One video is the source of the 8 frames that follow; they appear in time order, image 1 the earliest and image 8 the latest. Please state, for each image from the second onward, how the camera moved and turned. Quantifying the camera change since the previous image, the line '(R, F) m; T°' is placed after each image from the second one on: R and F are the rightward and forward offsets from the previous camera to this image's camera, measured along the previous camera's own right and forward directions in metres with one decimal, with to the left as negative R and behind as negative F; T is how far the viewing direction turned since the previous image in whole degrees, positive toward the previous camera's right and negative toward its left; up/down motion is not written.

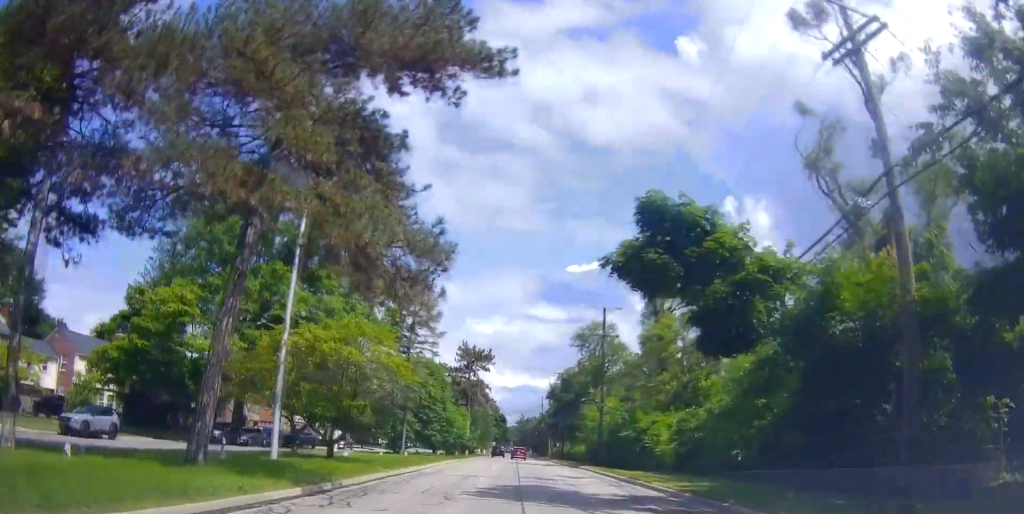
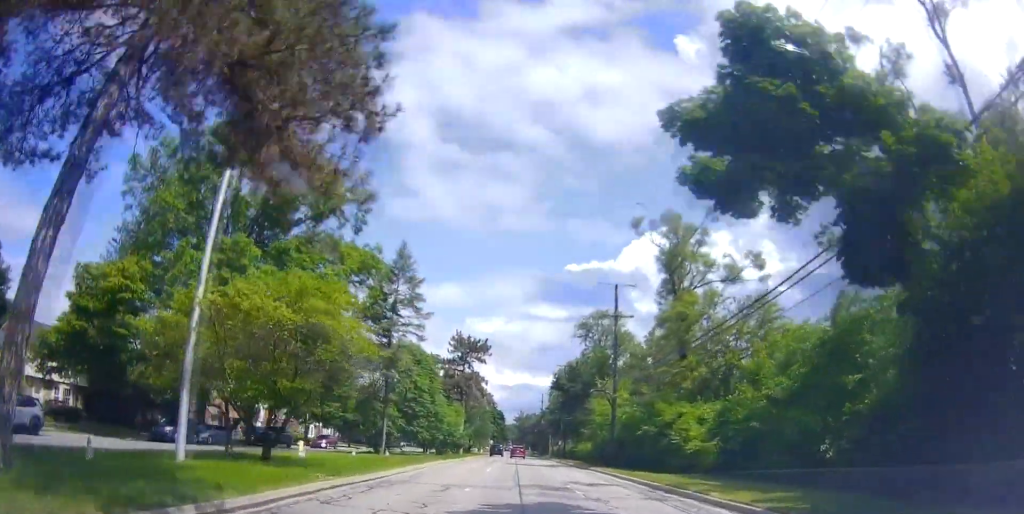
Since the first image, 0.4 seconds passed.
(-0.2, +7.0) m; 0°
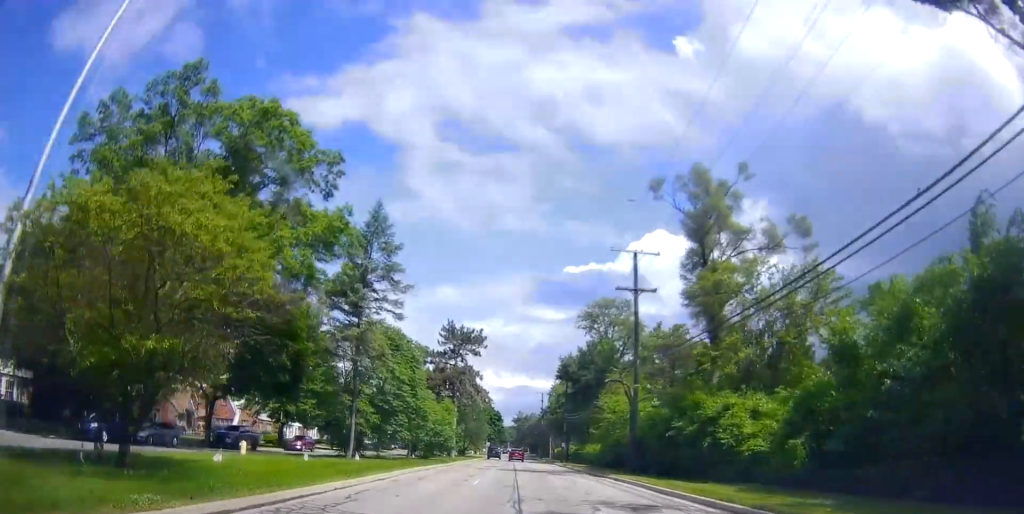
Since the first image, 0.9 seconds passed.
(-0.2, +8.1) m; 0°
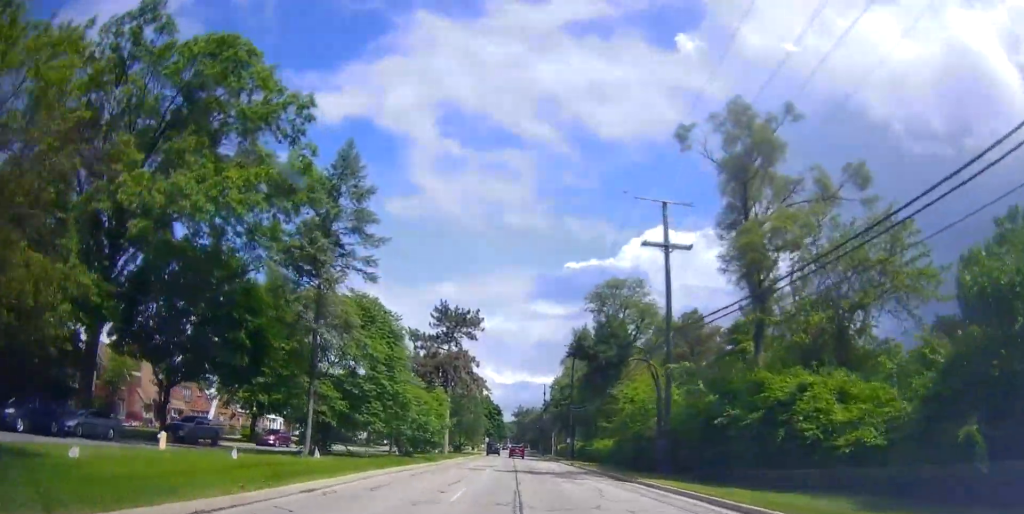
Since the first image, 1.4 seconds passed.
(+0.1, +7.5) m; 0°
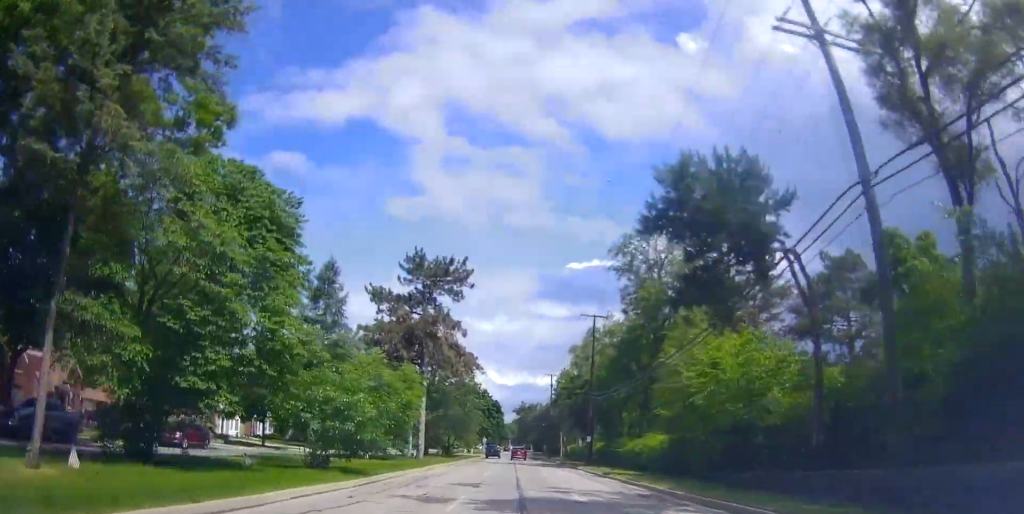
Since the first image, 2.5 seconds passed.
(-0.1, +17.6) m; -1°
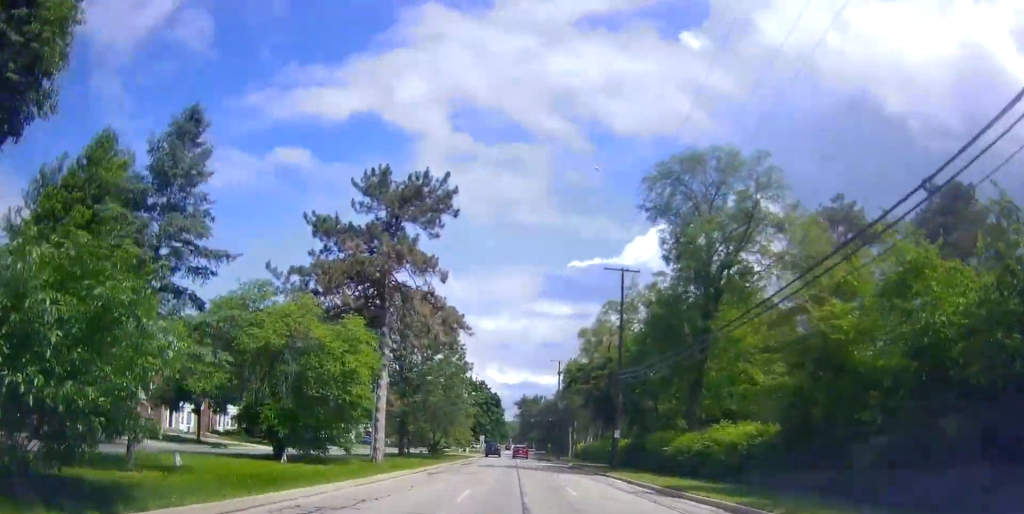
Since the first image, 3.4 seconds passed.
(-0.2, +14.2) m; +1°
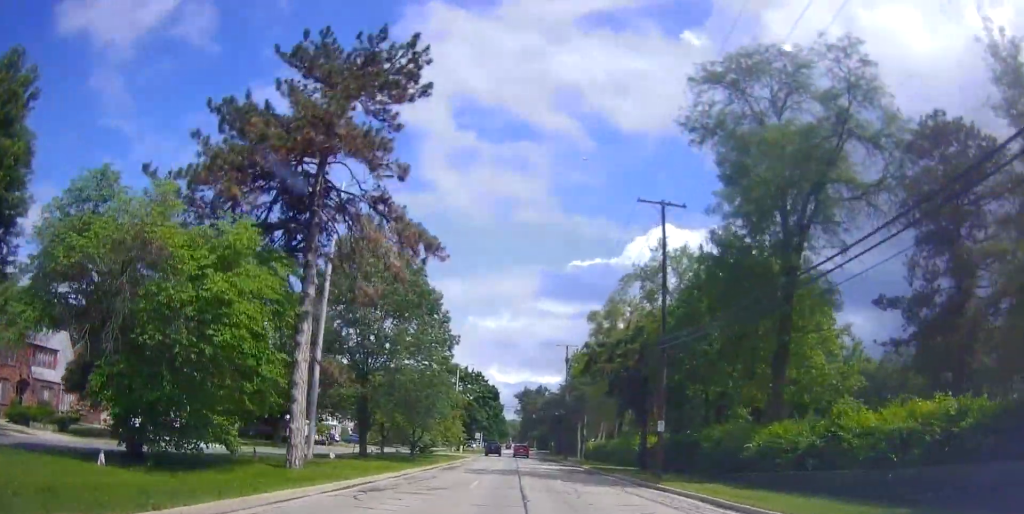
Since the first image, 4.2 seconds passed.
(+0.3, +11.9) m; +1°
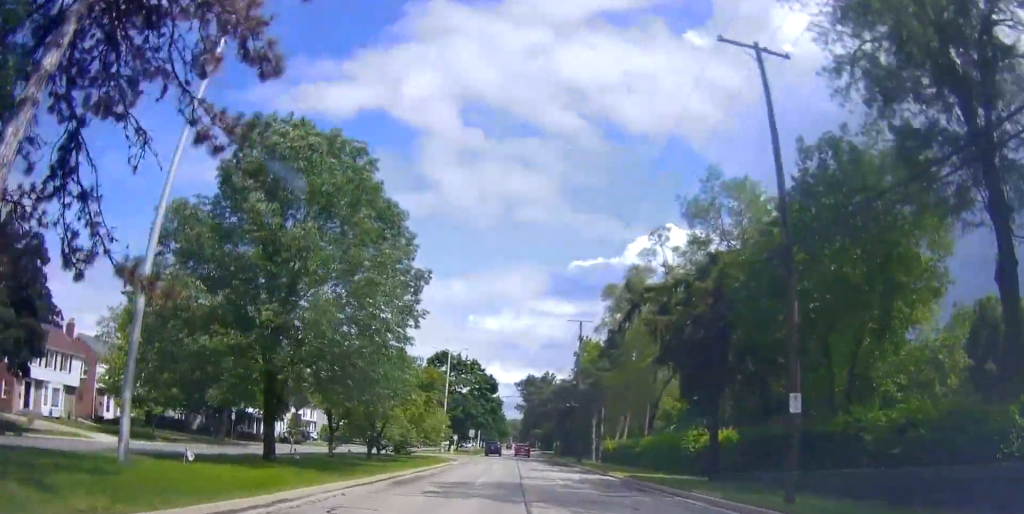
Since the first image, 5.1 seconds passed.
(+0.1, +13.9) m; -1°
